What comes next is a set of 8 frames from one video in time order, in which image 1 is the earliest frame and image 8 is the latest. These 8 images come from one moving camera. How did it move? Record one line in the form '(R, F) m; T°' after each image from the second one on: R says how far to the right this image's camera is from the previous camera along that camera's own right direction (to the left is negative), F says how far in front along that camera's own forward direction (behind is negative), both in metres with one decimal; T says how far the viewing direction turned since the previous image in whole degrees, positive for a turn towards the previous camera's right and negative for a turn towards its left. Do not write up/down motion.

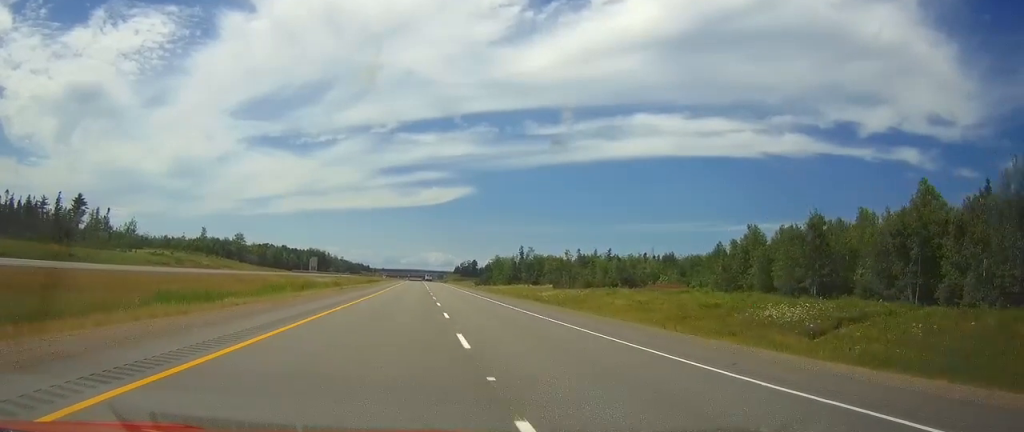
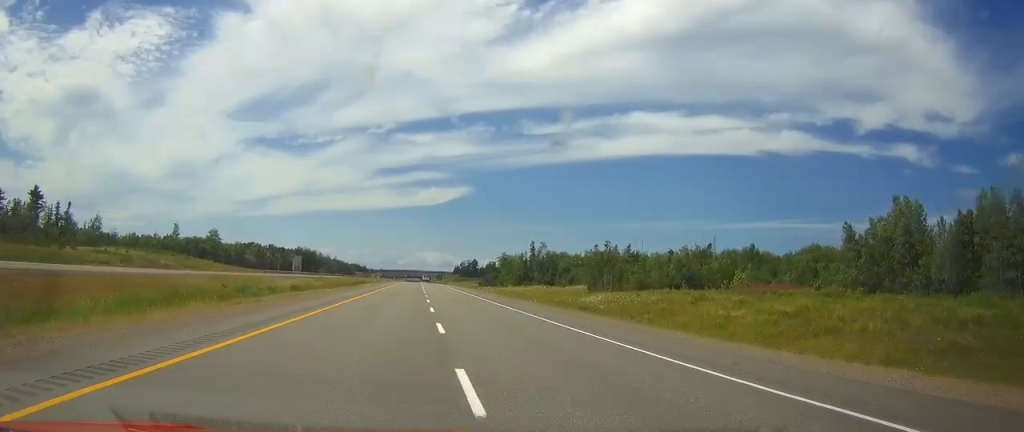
(0.0, +32.8) m; 0°
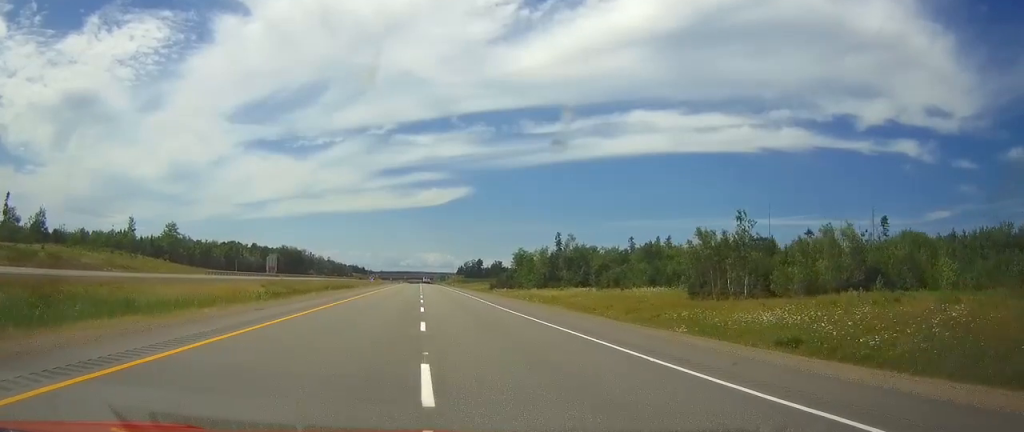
(0.0, +44.6) m; 0°
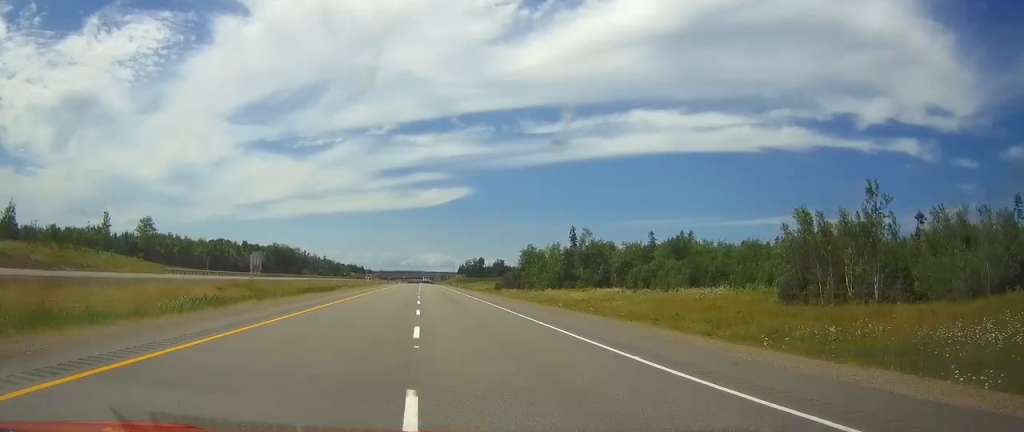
(0.0, +20.0) m; 0°
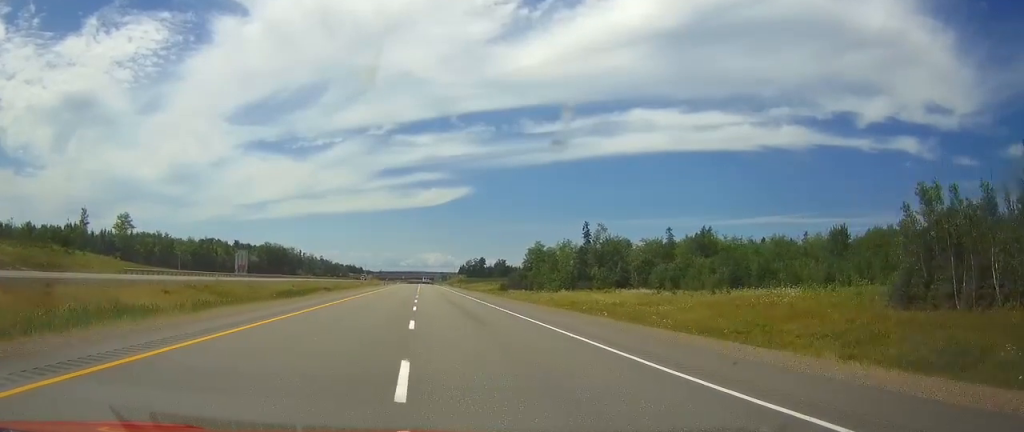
(0.0, +15.3) m; 0°
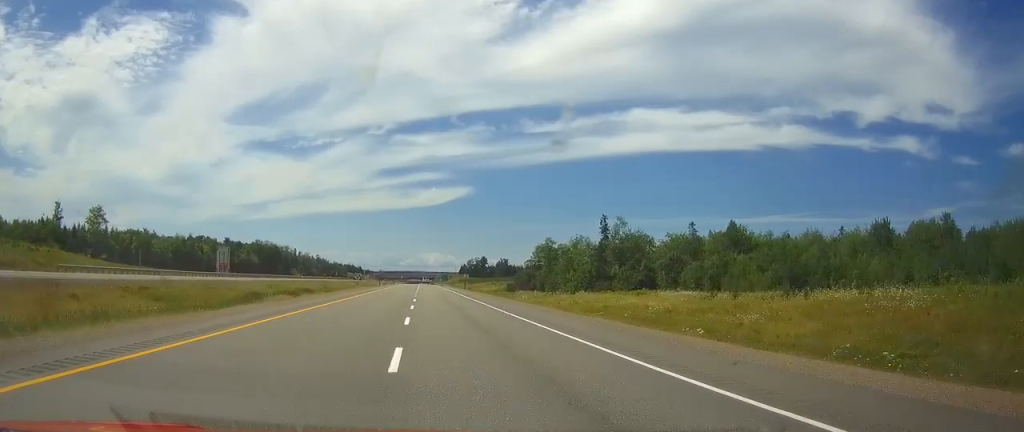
(0.0, +16.5) m; 0°
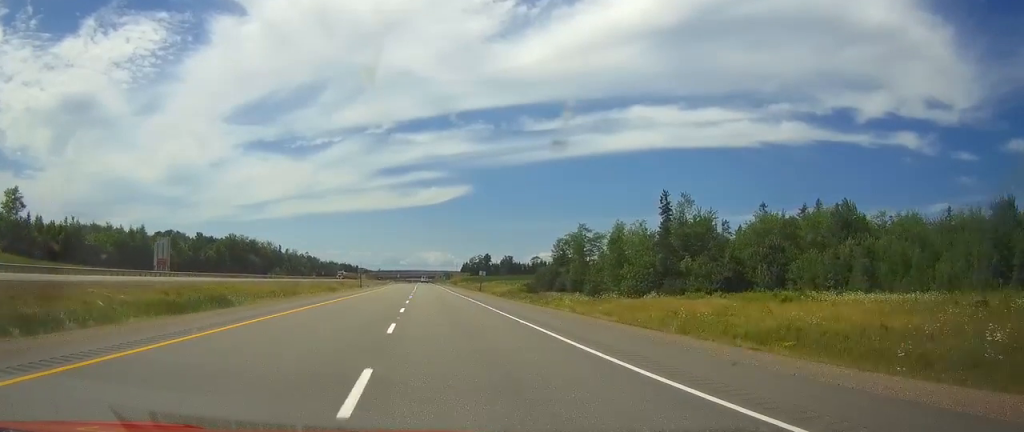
(0.0, +38.9) m; 0°
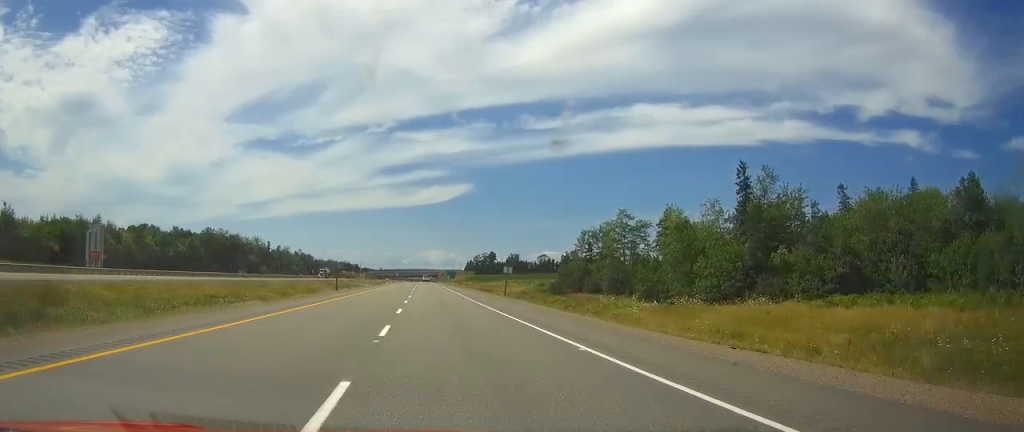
(0.0, +28.3) m; 0°
